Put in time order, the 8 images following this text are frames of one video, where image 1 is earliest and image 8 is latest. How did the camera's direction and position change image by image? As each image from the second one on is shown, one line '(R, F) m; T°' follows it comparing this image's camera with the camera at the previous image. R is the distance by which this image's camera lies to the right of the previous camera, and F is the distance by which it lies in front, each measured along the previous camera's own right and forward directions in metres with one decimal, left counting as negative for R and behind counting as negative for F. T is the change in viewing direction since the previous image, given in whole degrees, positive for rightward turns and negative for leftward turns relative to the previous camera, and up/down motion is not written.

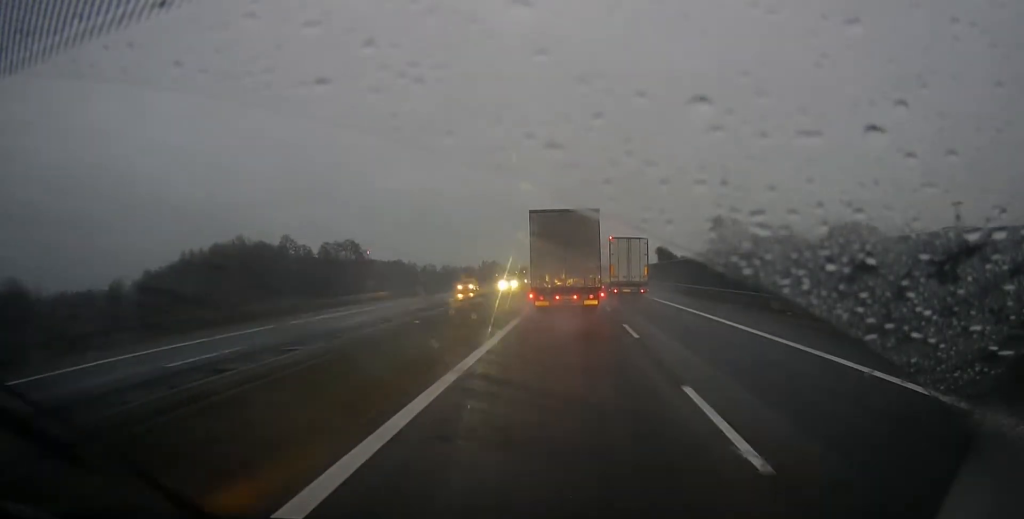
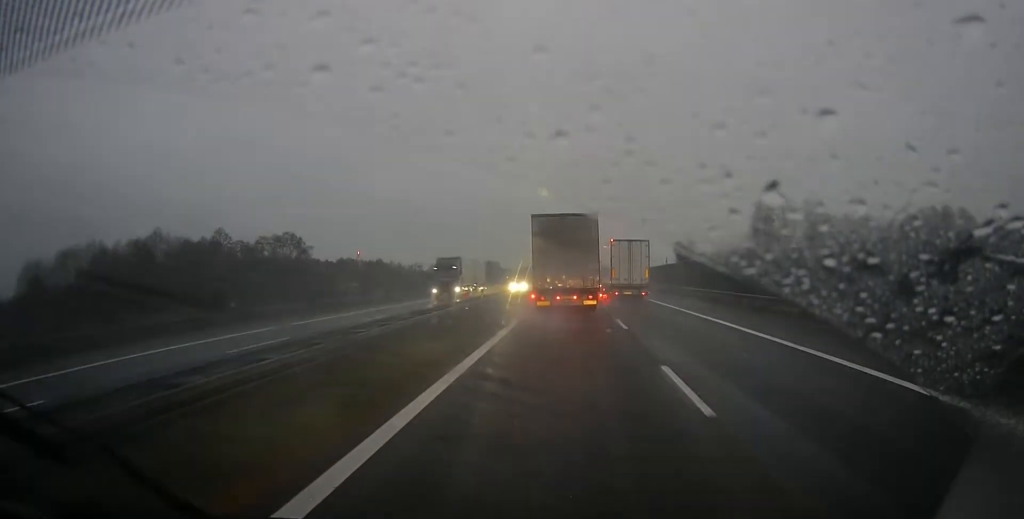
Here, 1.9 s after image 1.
(0.0, +44.9) m; 0°
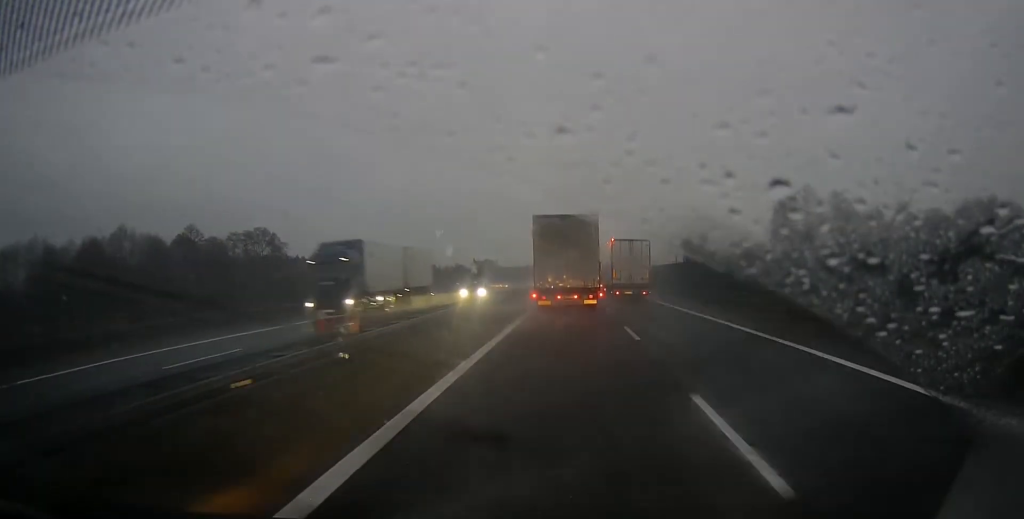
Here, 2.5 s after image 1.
(0.0, +15.2) m; 0°
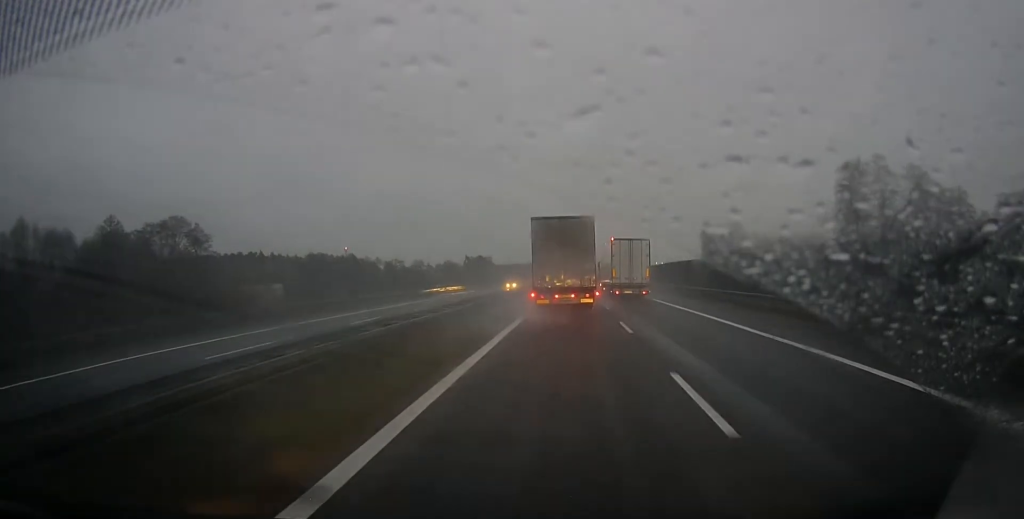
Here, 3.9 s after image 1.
(0.0, +33.6) m; 0°
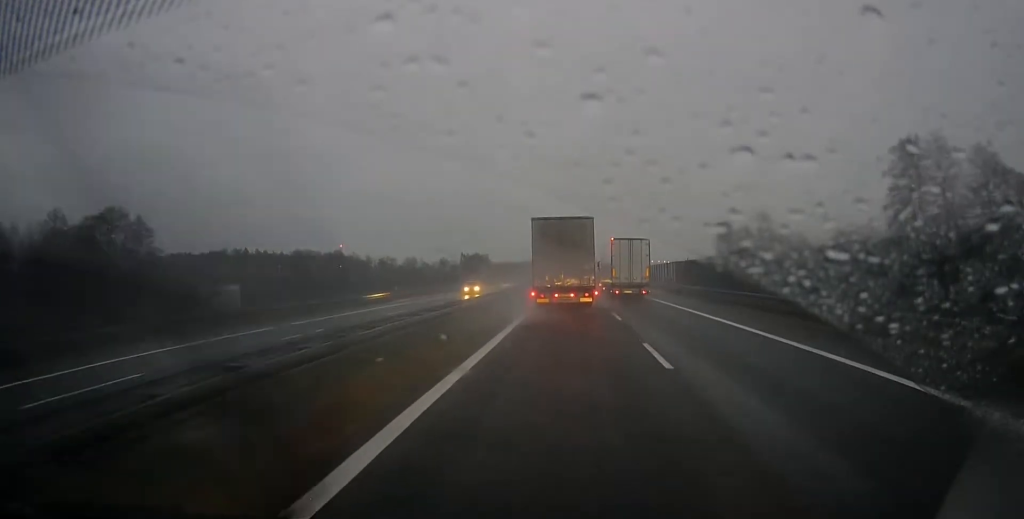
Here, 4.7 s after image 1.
(0.0, +19.3) m; 0°
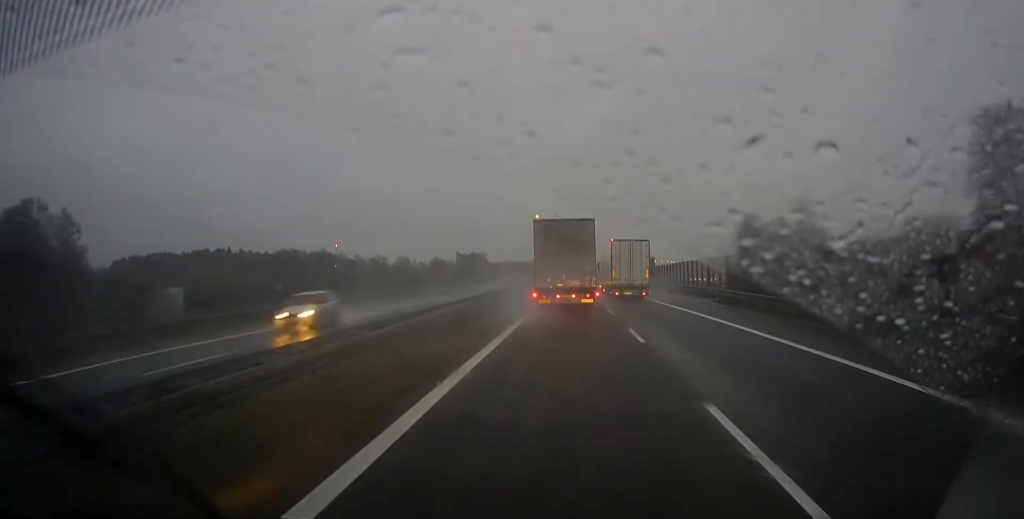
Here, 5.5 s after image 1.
(0.0, +19.4) m; 0°
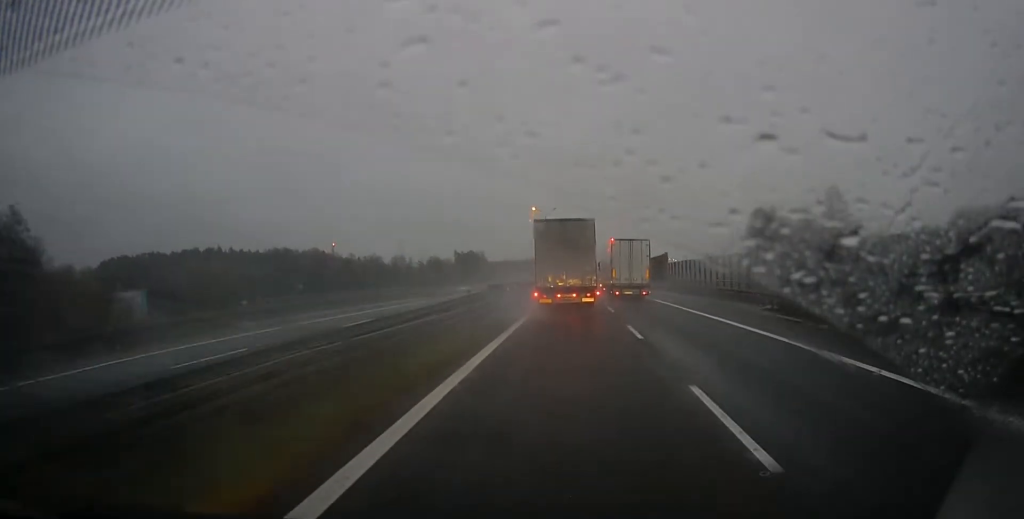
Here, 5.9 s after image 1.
(0.0, +10.6) m; 0°
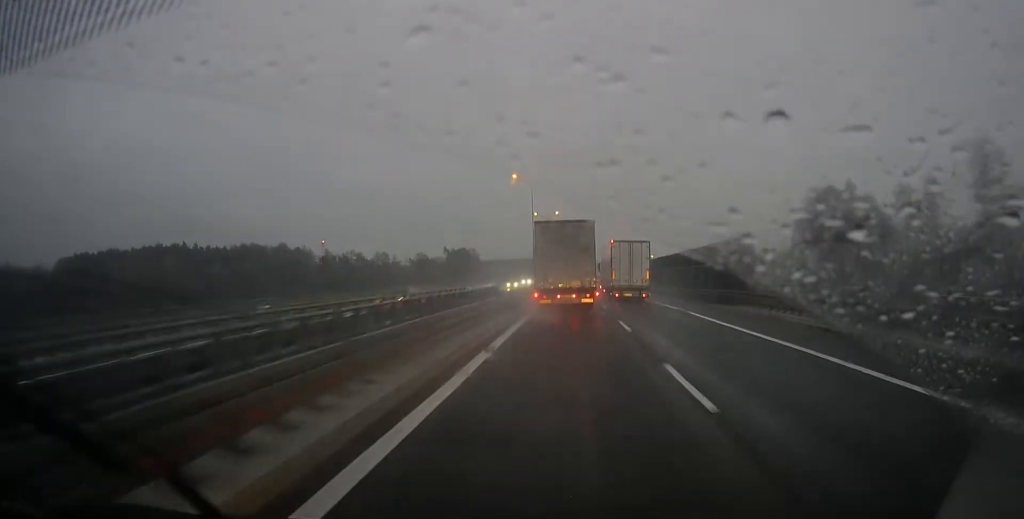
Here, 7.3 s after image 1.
(0.0, +32.7) m; 0°
